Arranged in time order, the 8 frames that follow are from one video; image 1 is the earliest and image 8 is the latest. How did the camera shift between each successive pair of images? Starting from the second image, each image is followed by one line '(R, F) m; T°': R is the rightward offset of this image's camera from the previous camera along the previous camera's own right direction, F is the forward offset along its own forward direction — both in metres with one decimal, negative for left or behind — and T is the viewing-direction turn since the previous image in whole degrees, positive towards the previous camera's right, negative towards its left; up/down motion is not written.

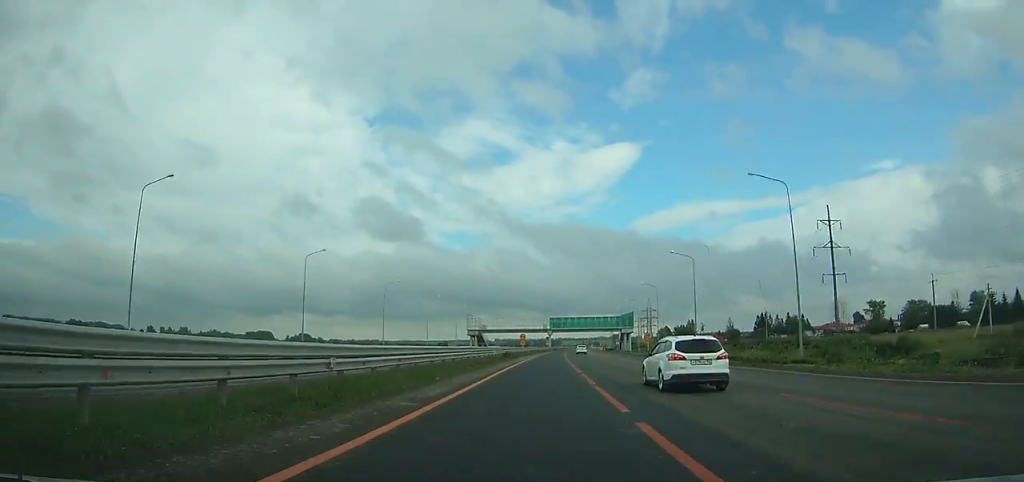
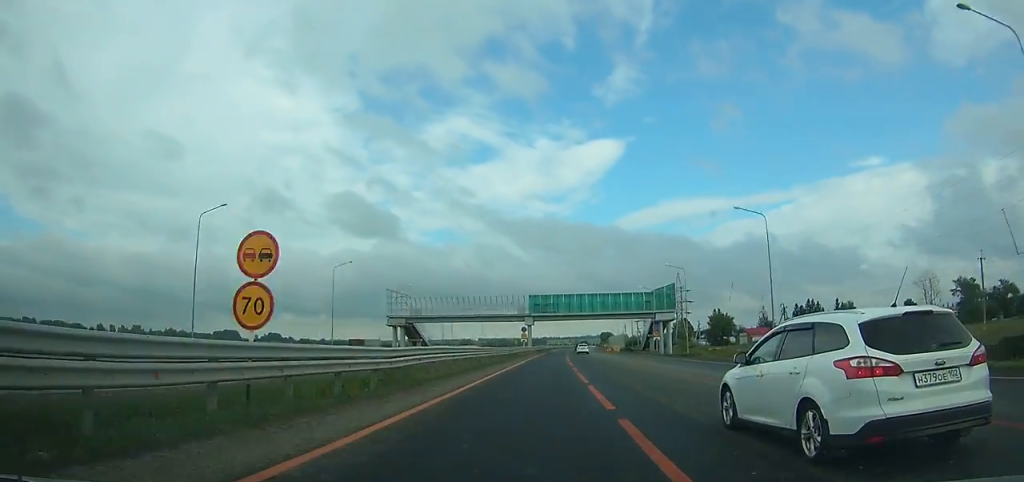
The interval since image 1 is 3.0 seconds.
(+1.3, +77.5) m; +2°
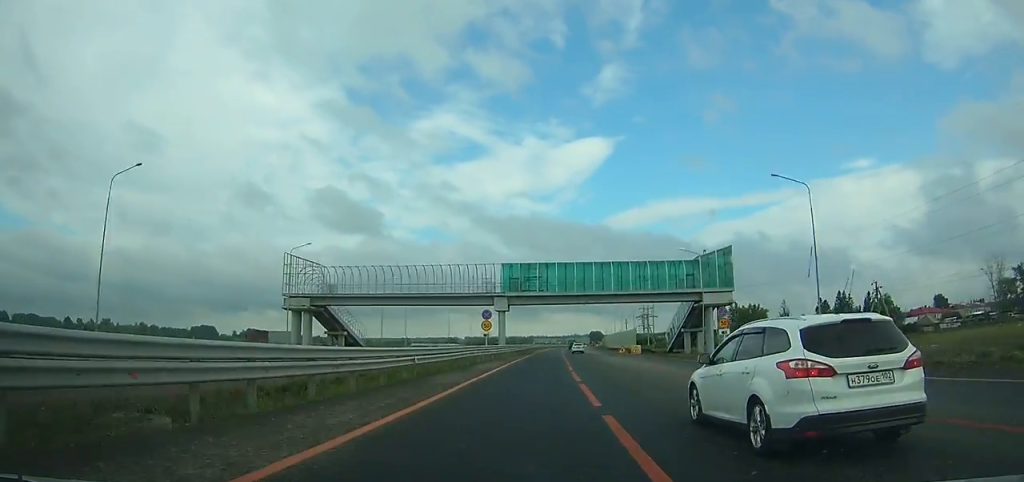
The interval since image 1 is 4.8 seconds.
(+0.6, +41.6) m; +1°
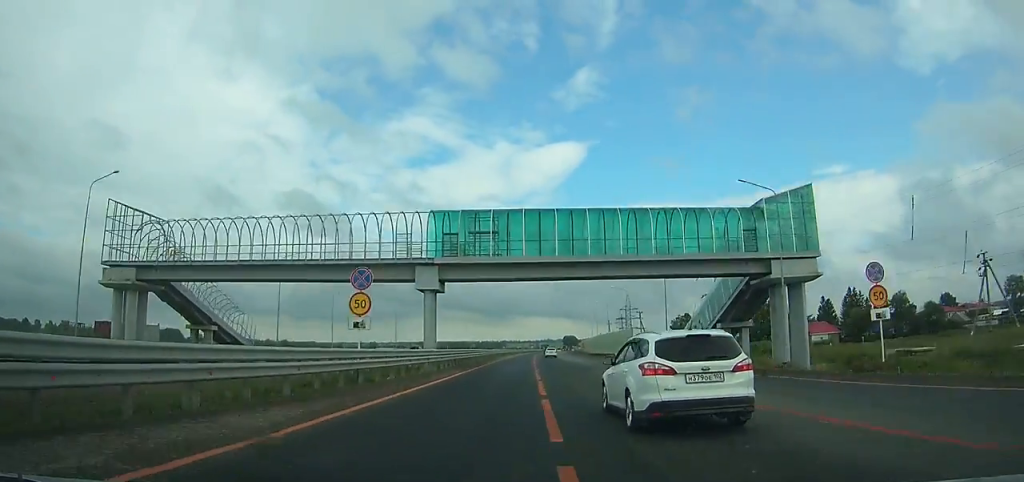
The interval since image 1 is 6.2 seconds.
(0.0, +31.8) m; +1°
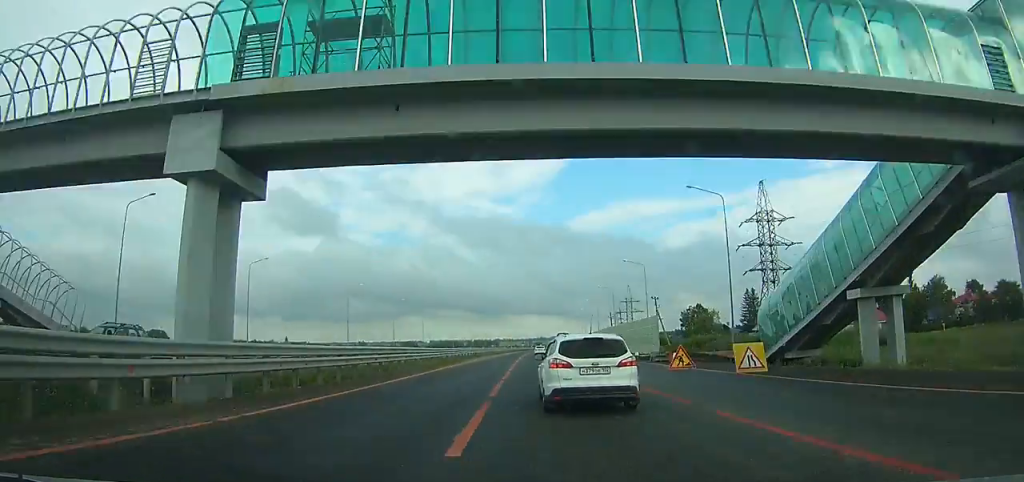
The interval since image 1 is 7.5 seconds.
(+0.5, +26.6) m; 0°
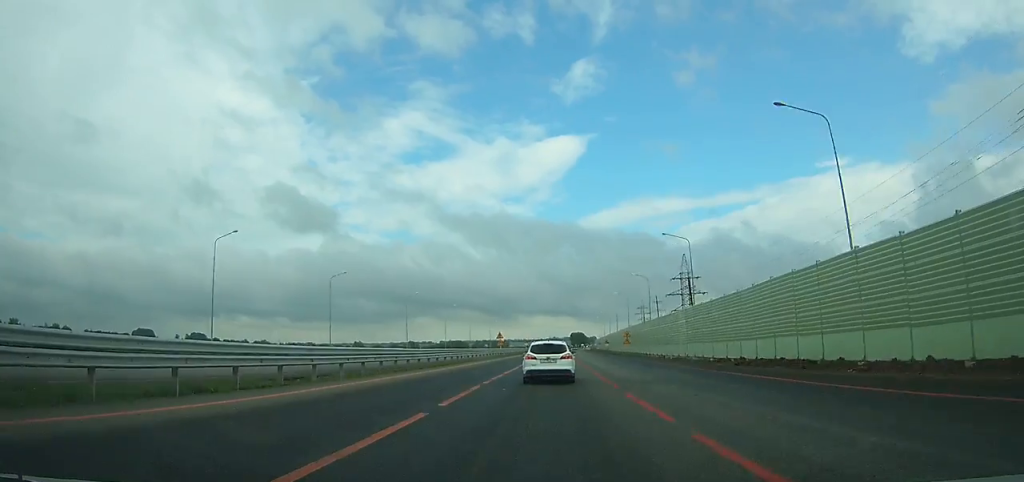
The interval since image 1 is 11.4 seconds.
(+0.7, +77.0) m; +1°
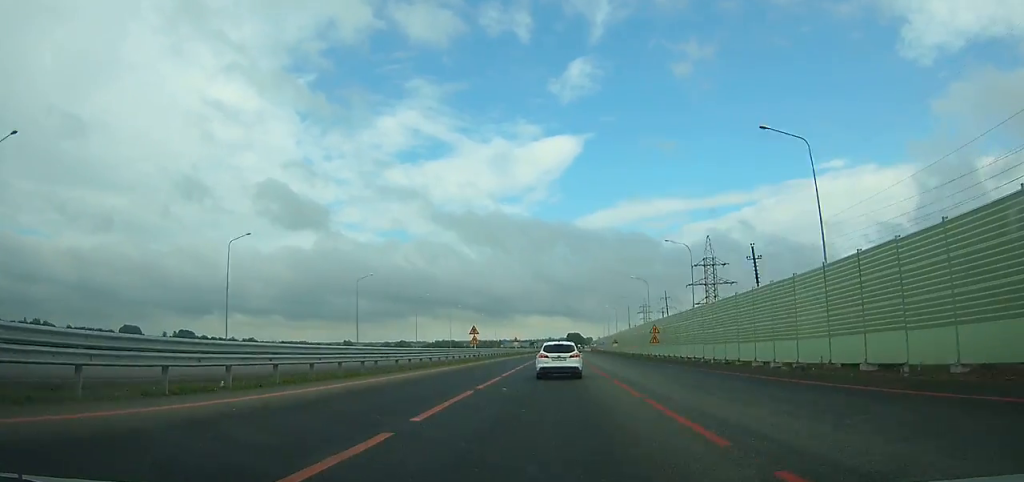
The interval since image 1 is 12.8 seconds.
(0.0, +26.6) m; 0°
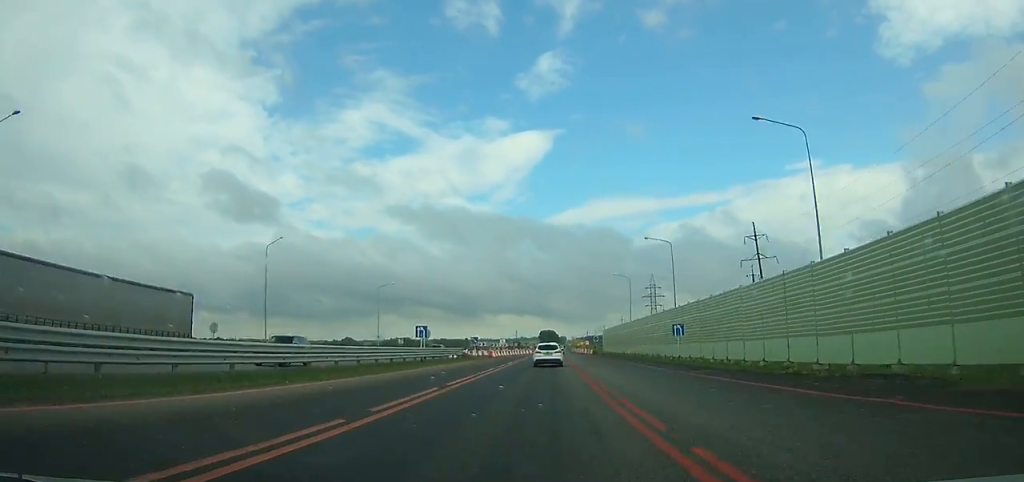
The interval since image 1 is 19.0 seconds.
(+2.8, +117.3) m; +3°
